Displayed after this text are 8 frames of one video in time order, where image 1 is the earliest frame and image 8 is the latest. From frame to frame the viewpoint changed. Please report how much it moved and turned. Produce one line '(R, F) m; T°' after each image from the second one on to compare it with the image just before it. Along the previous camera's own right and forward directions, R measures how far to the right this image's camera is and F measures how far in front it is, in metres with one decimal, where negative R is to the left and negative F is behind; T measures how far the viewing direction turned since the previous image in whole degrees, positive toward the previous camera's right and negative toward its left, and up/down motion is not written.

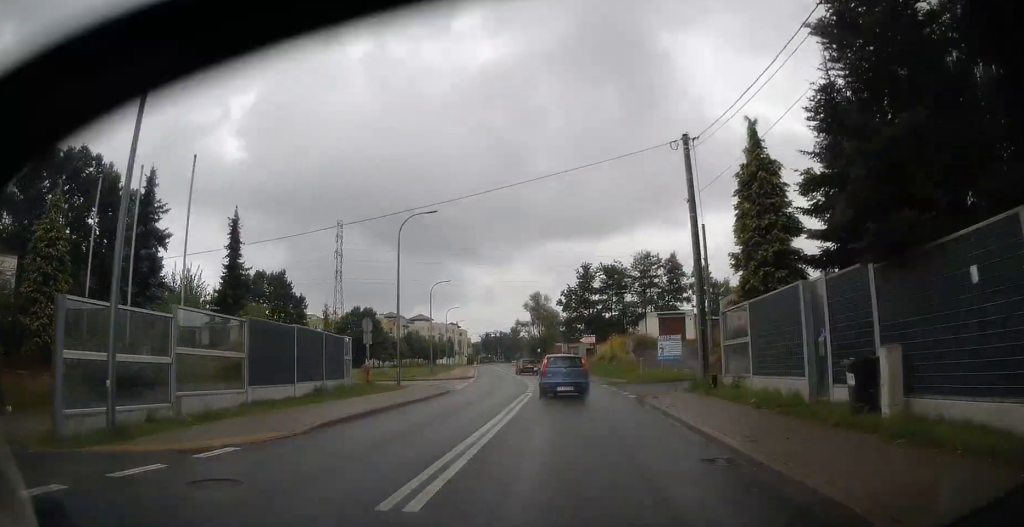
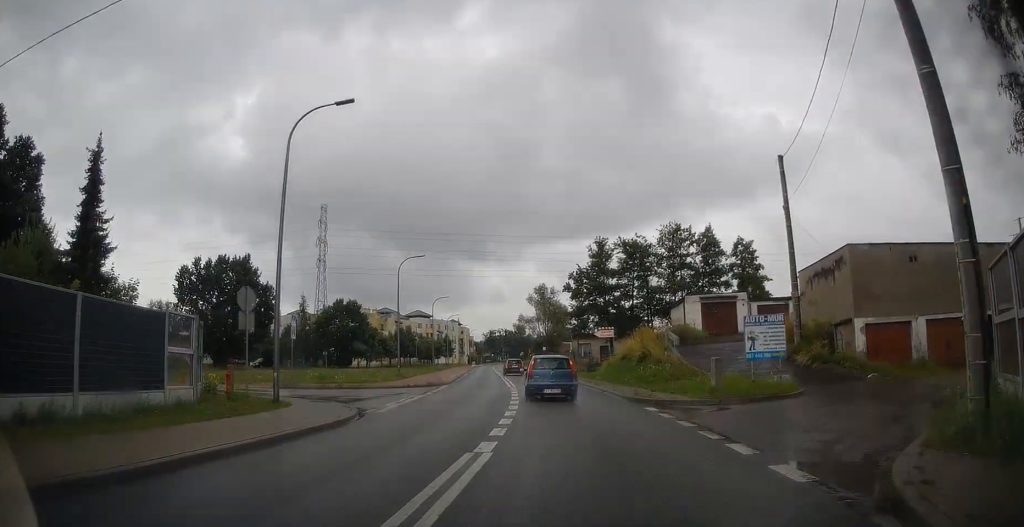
(-0.1, +14.5) m; -2°
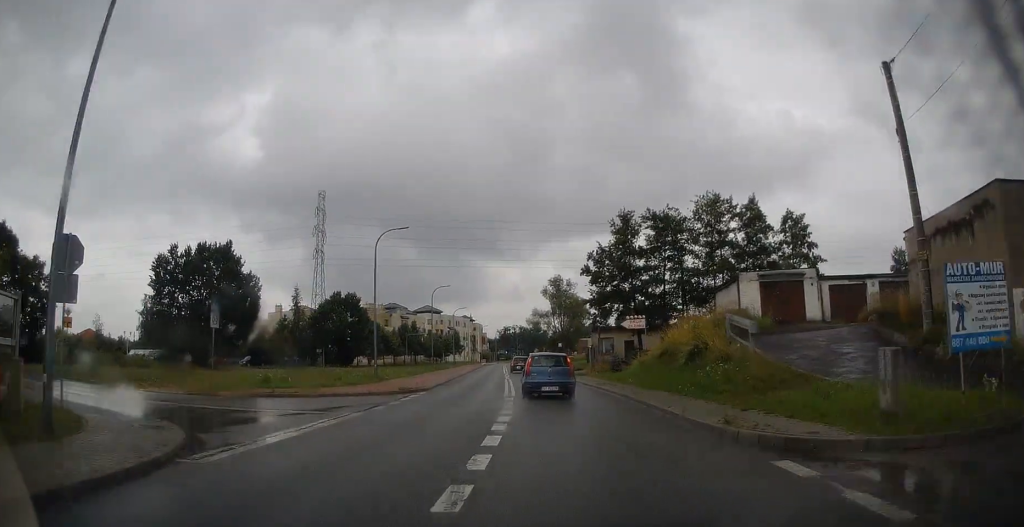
(-0.3, +9.4) m; -2°
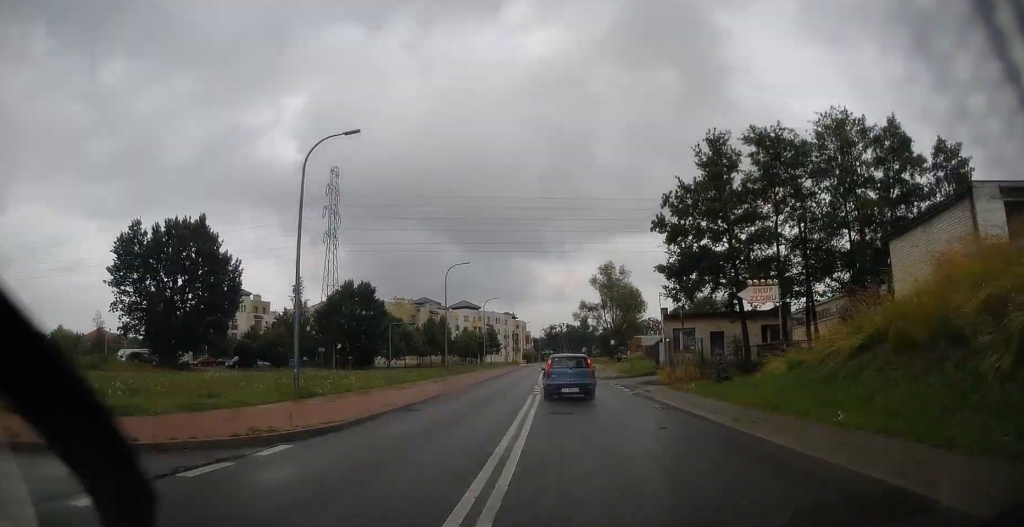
(-0.4, +16.4) m; -2°
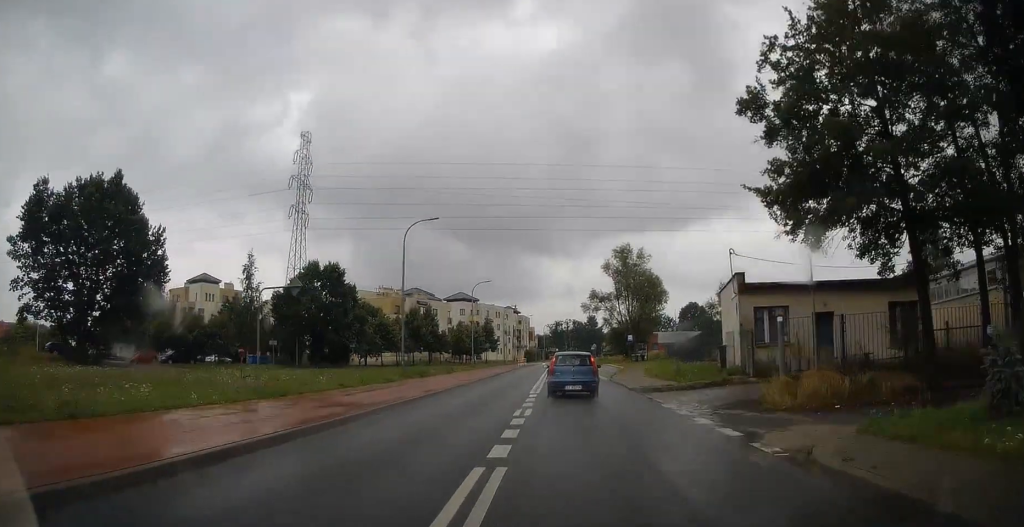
(-0.2, +15.6) m; -1°
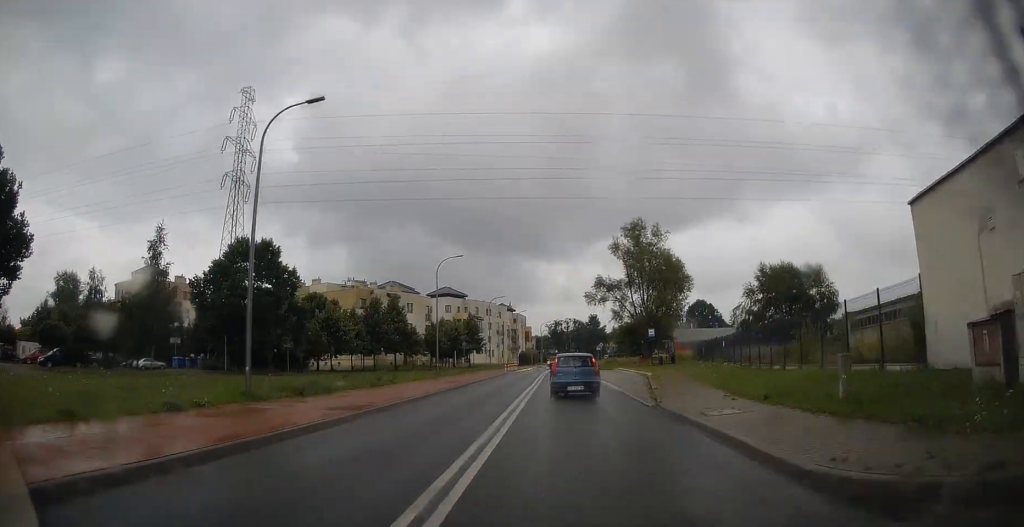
(0.0, +17.6) m; 0°
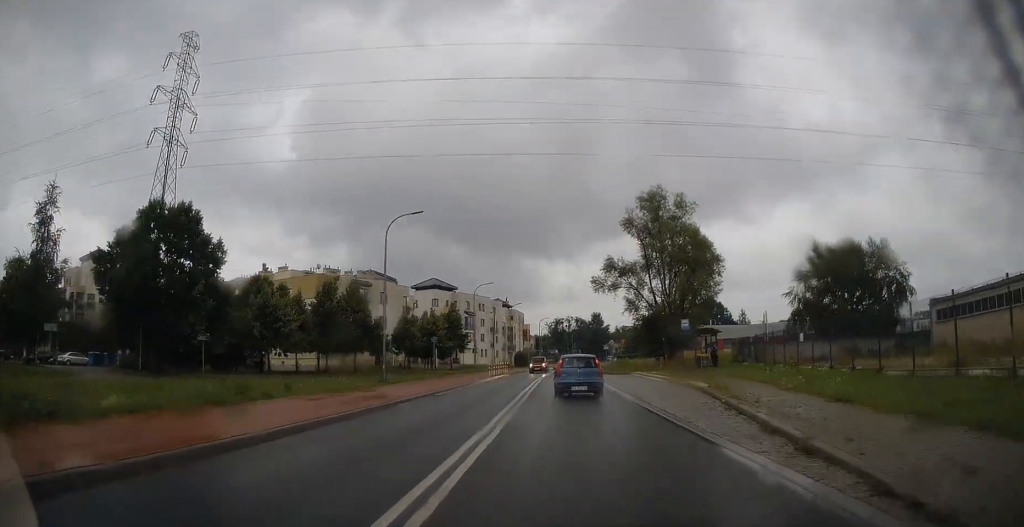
(-0.1, +14.2) m; 0°
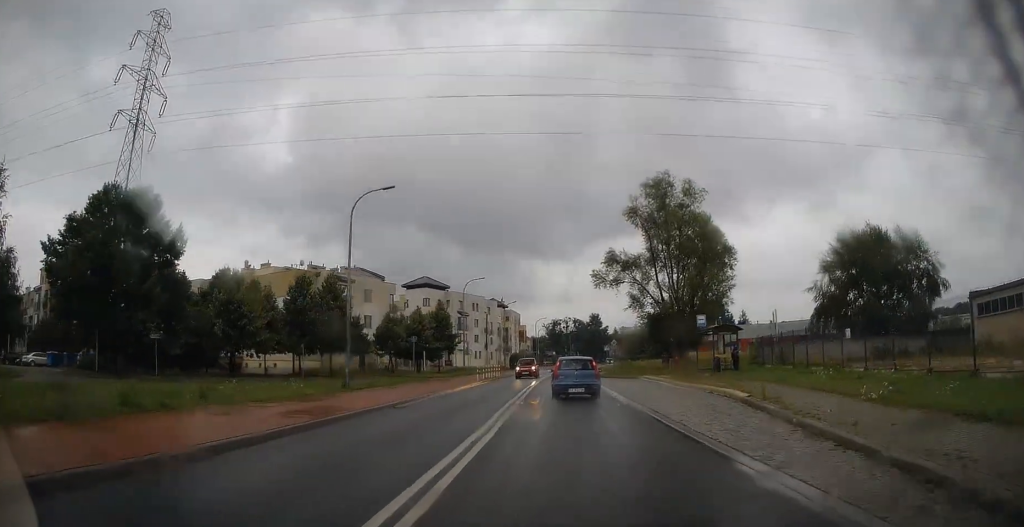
(0.0, +5.3) m; 0°
